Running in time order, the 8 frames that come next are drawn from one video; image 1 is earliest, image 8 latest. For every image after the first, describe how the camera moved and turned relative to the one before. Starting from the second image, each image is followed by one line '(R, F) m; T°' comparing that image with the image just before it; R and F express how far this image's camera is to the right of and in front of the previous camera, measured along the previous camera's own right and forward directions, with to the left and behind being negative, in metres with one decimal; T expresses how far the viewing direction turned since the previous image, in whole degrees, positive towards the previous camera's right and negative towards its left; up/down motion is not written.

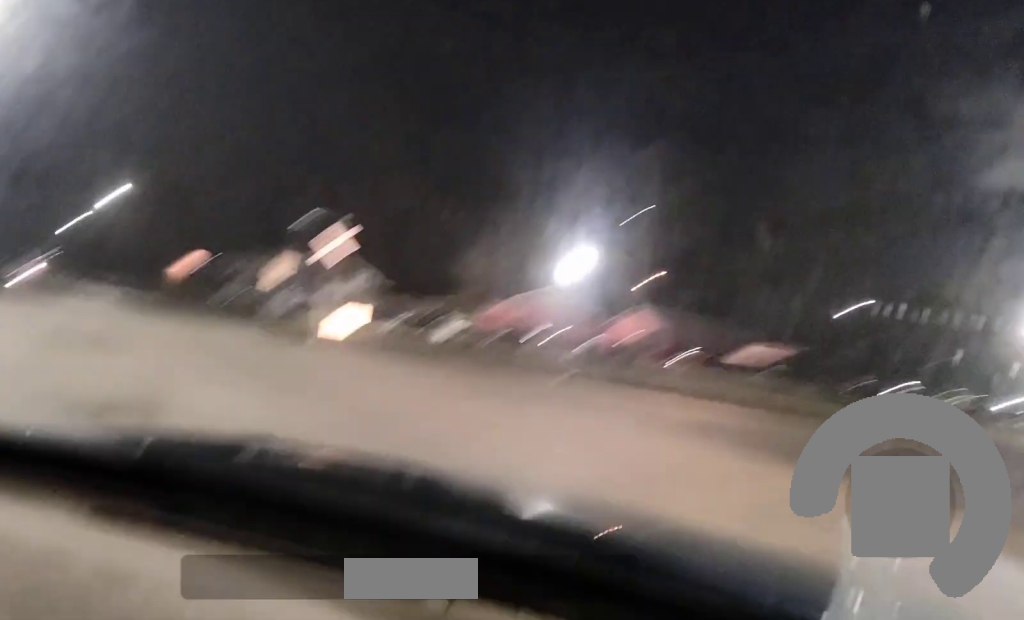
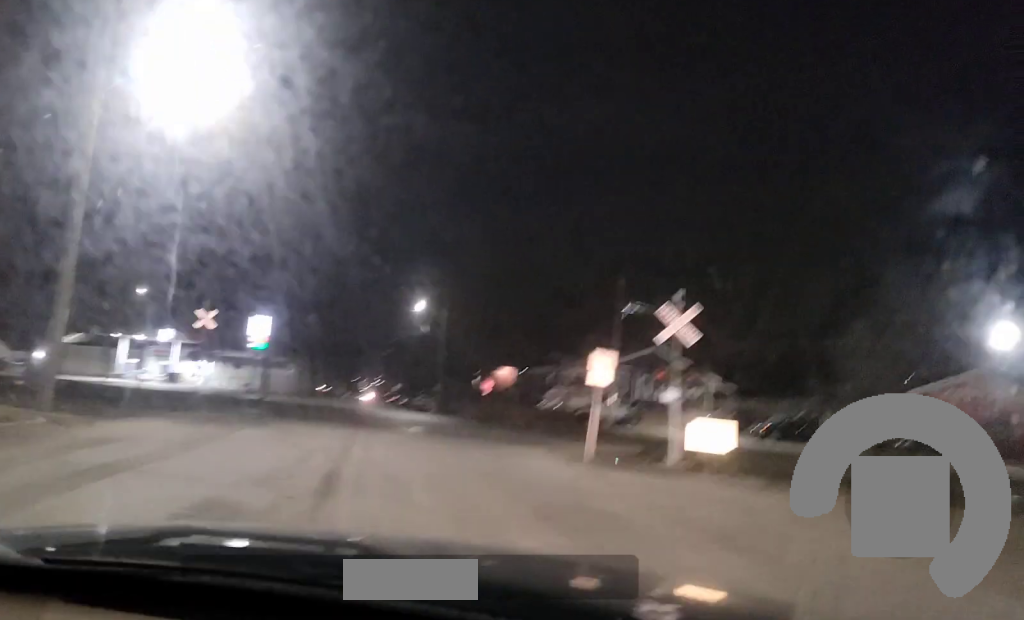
(-1.2, +7.8) m; -19°
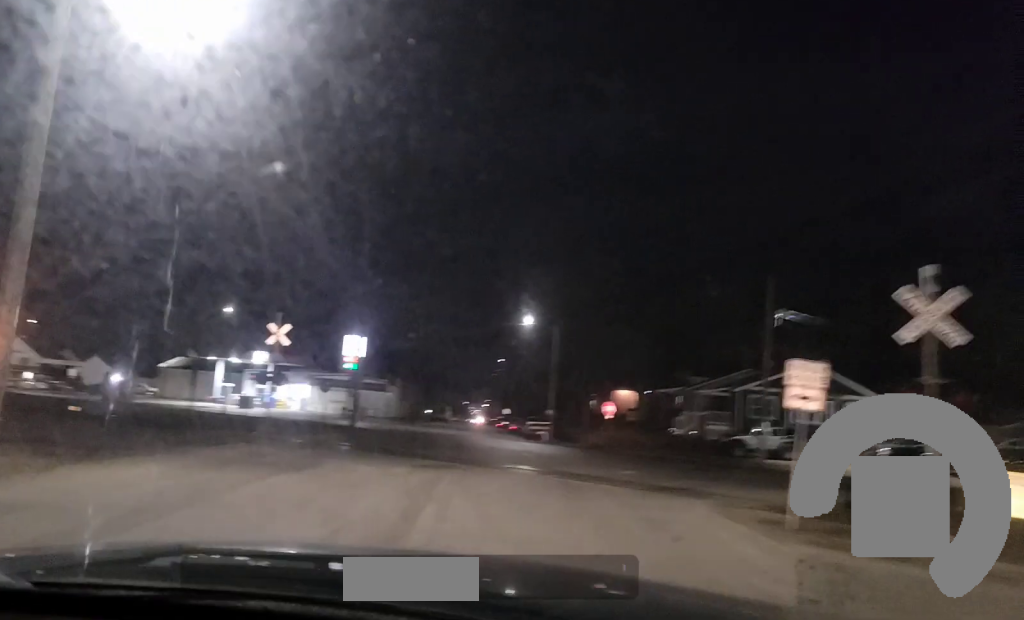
(-0.7, +6.5) m; -7°
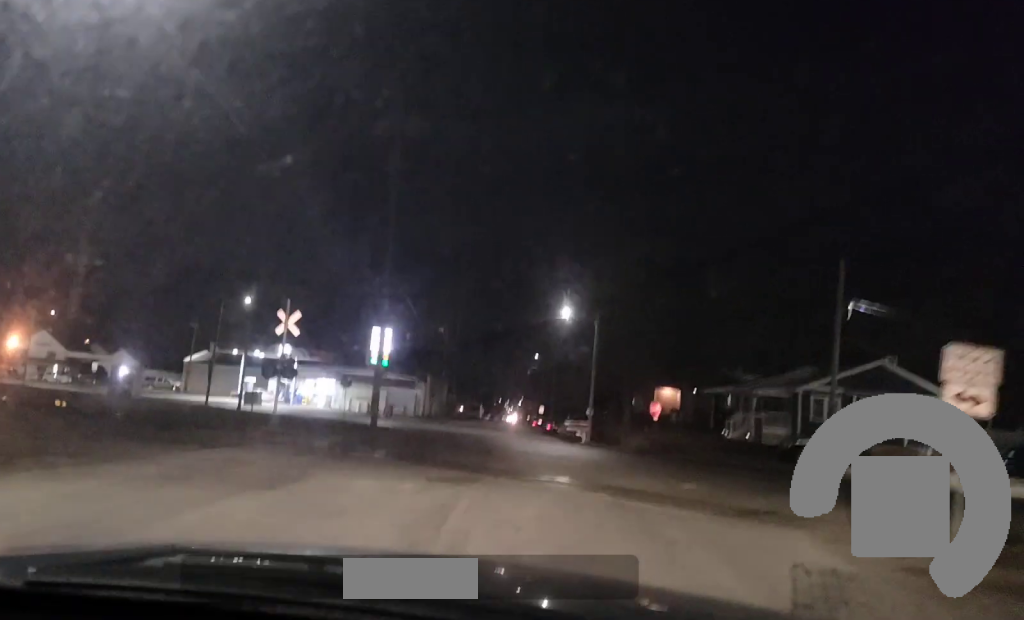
(0.0, +3.7) m; -1°
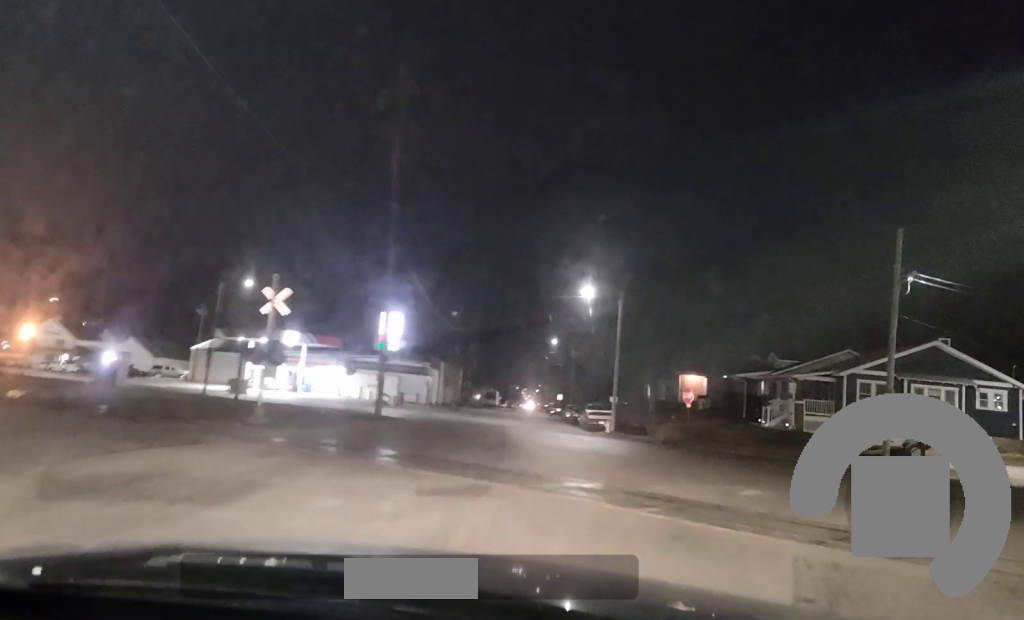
(-0.1, +4.4) m; -1°
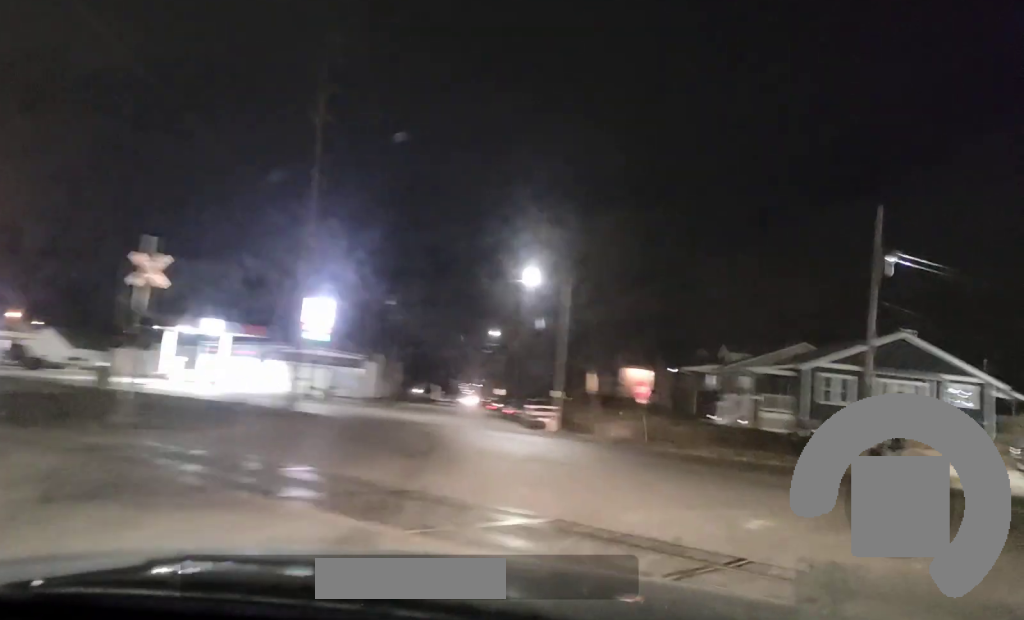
(0.0, +5.6) m; +3°
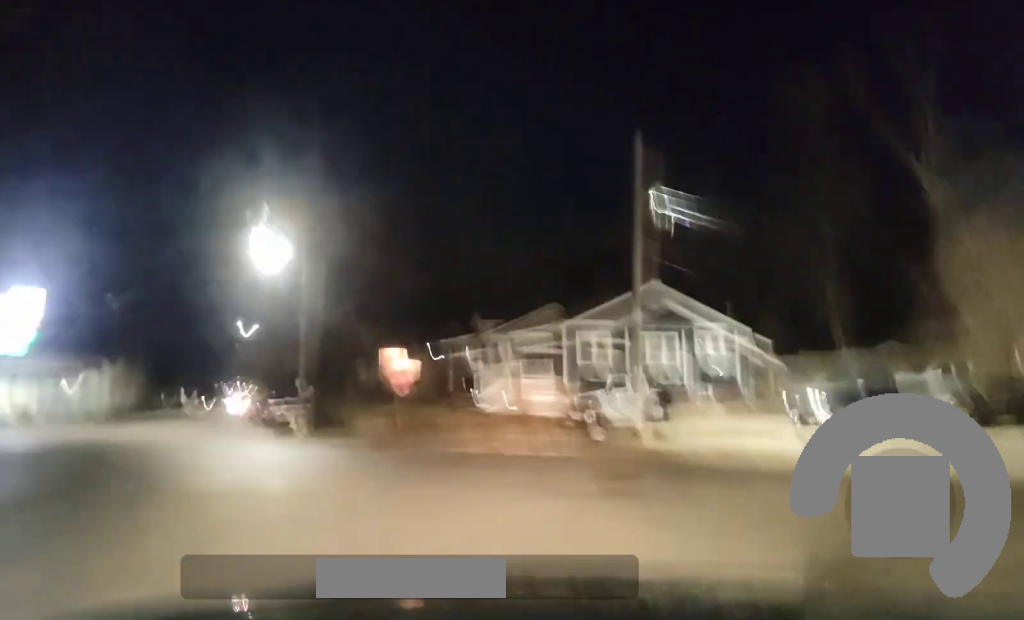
(+0.6, +7.8) m; +12°
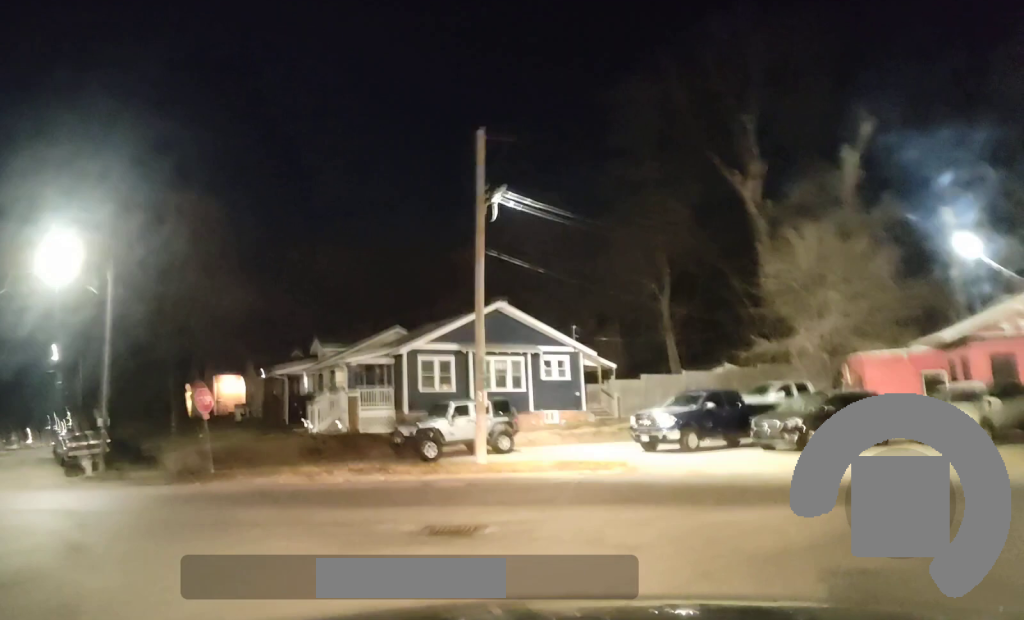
(+0.3, +3.9) m; +10°
